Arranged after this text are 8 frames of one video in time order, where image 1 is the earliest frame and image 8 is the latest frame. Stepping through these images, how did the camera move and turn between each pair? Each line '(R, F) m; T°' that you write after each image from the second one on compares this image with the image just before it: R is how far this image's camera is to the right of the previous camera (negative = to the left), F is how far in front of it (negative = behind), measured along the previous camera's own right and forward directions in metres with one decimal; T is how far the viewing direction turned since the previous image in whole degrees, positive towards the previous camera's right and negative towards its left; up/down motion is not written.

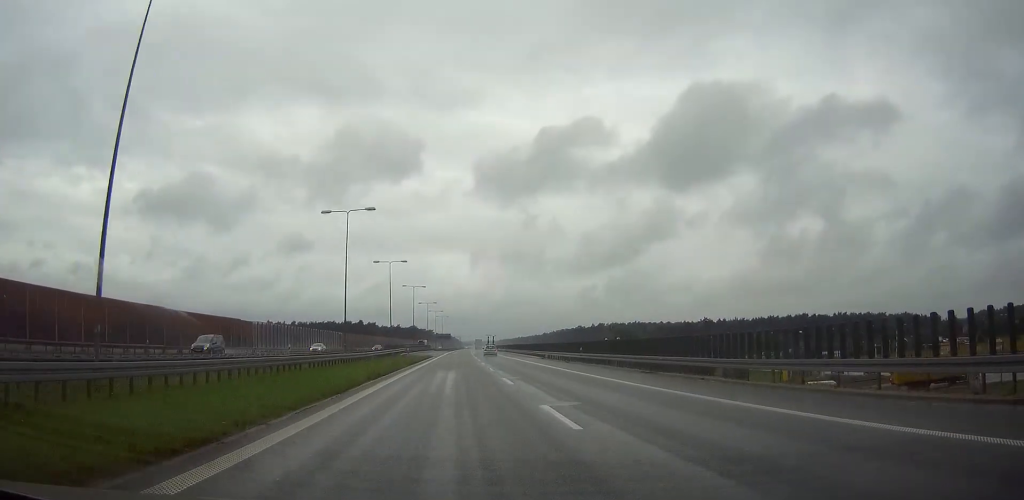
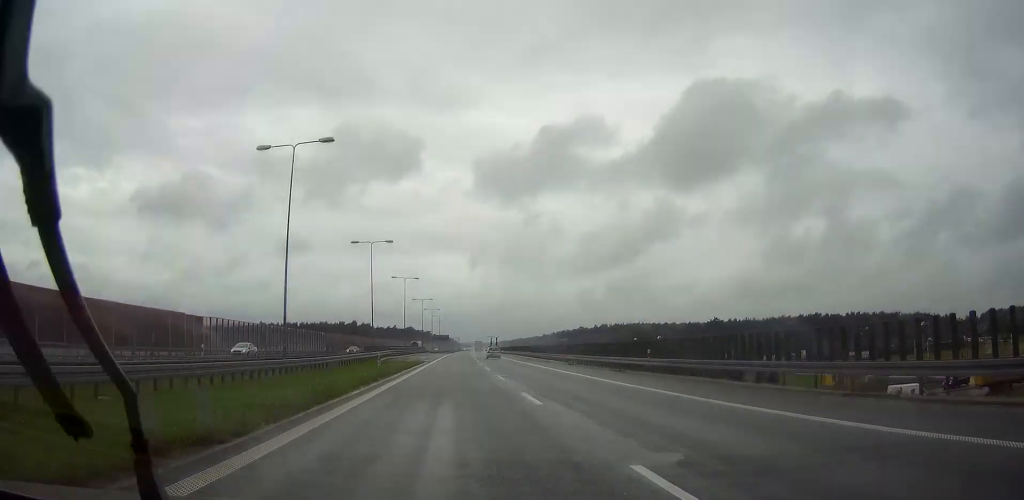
(0.0, +18.5) m; 0°
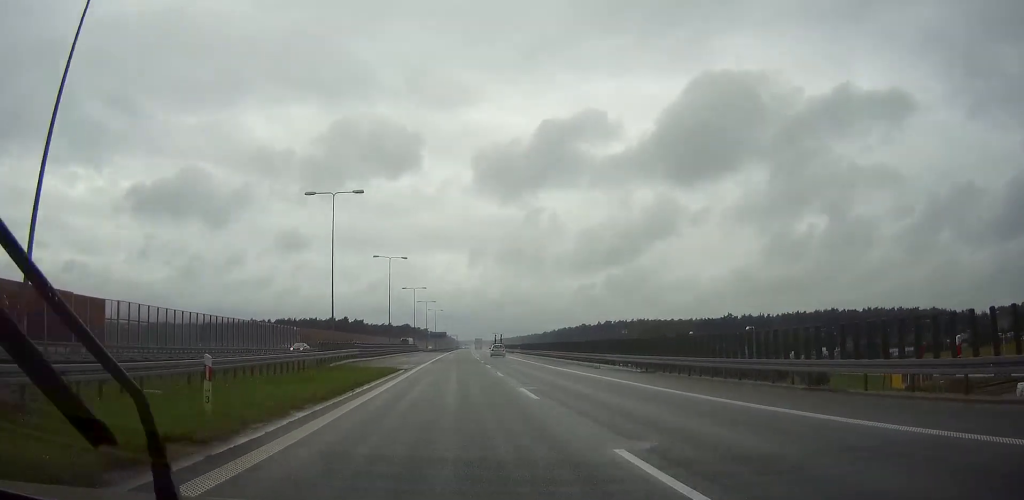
(0.0, +22.3) m; 0°
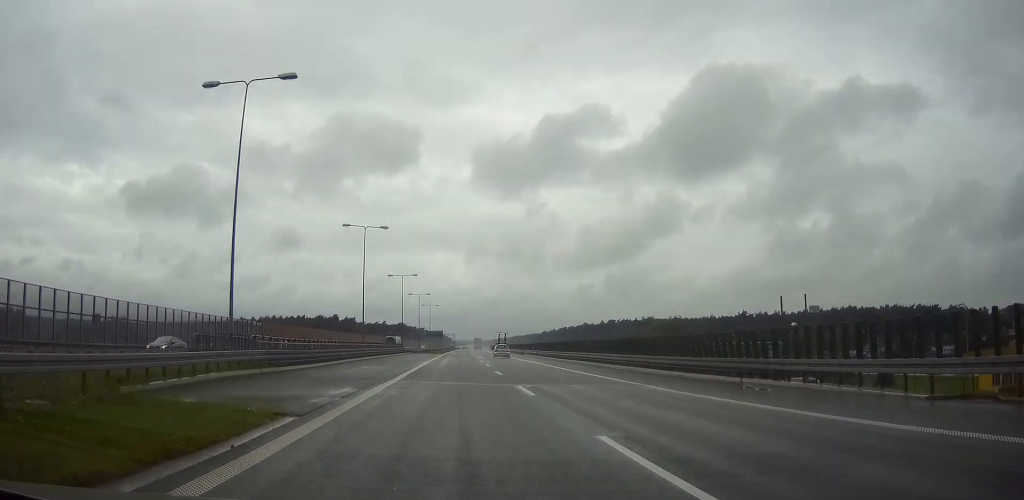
(+0.1, +21.9) m; 0°
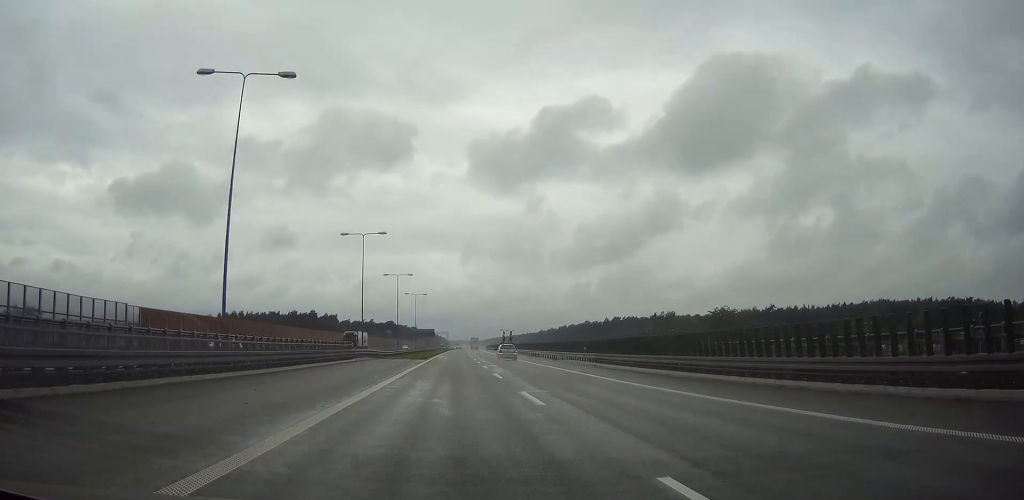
(+0.3, +36.3) m; +1°
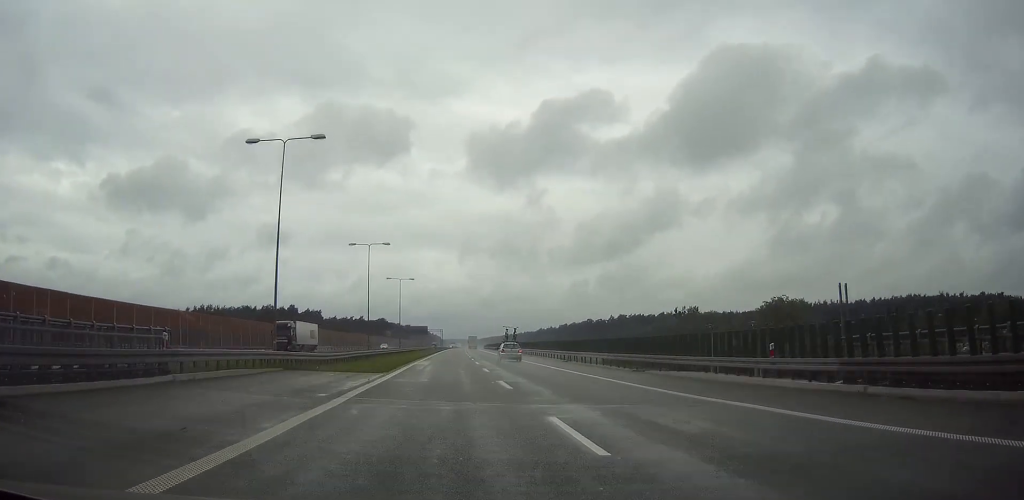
(+0.1, +27.8) m; 0°
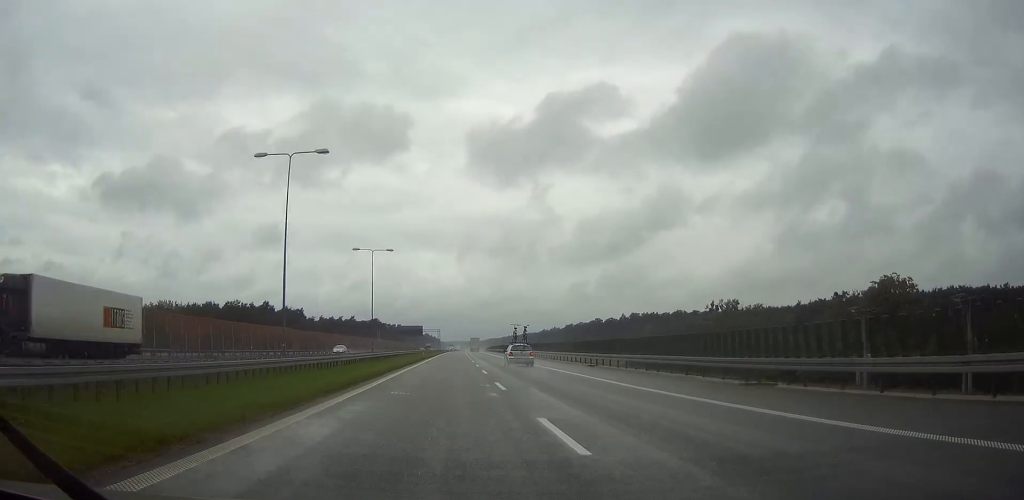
(0.0, +31.5) m; +1°
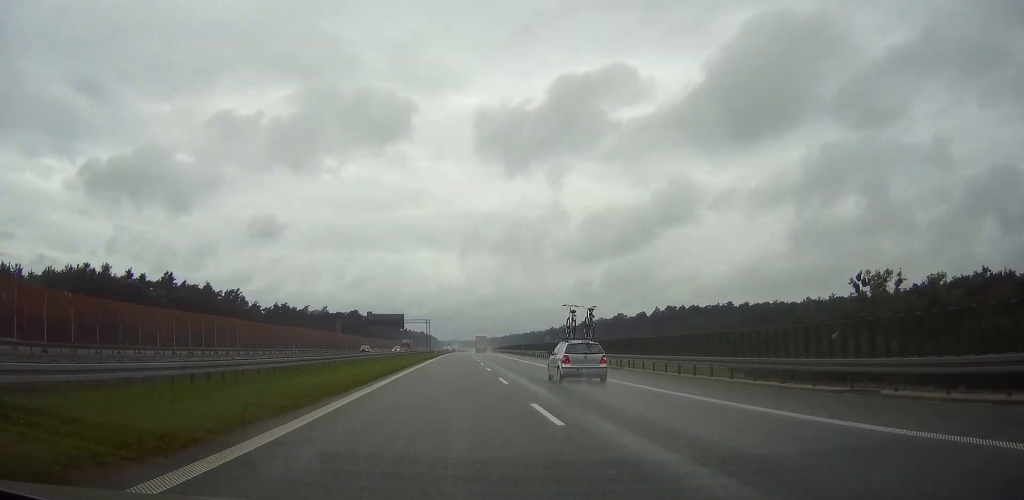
(+0.9, +75.7) m; +1°
